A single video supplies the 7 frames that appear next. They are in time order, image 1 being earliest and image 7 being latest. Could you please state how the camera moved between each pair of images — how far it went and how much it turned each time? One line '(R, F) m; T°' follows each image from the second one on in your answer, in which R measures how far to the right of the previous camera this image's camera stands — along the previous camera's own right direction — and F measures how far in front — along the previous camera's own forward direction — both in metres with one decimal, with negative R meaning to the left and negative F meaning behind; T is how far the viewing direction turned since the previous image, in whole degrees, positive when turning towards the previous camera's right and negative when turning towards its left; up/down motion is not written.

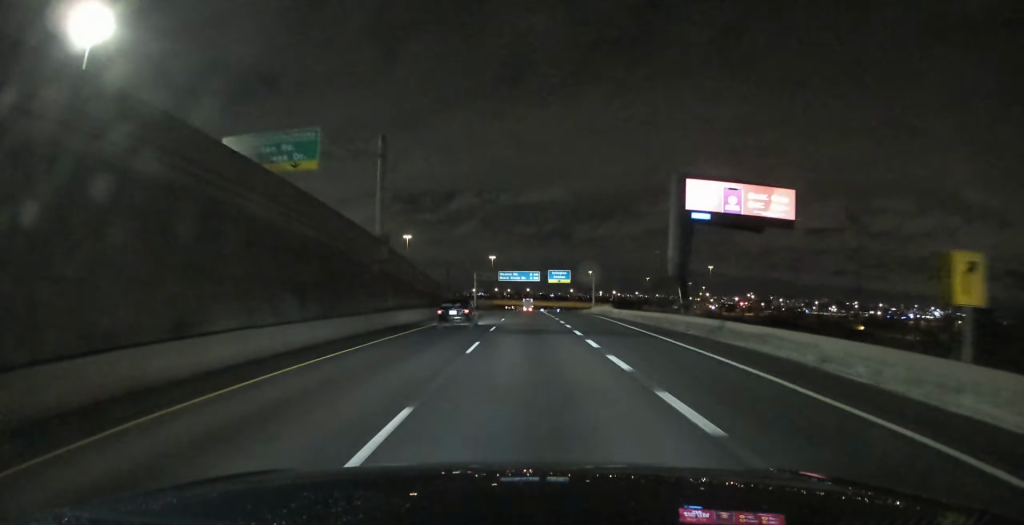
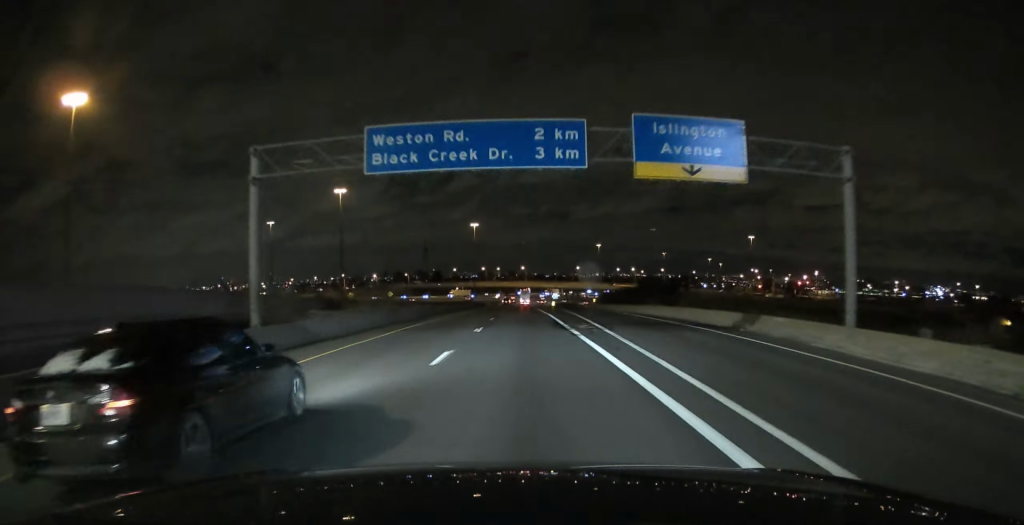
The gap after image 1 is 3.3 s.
(0.0, +107.0) m; 0°
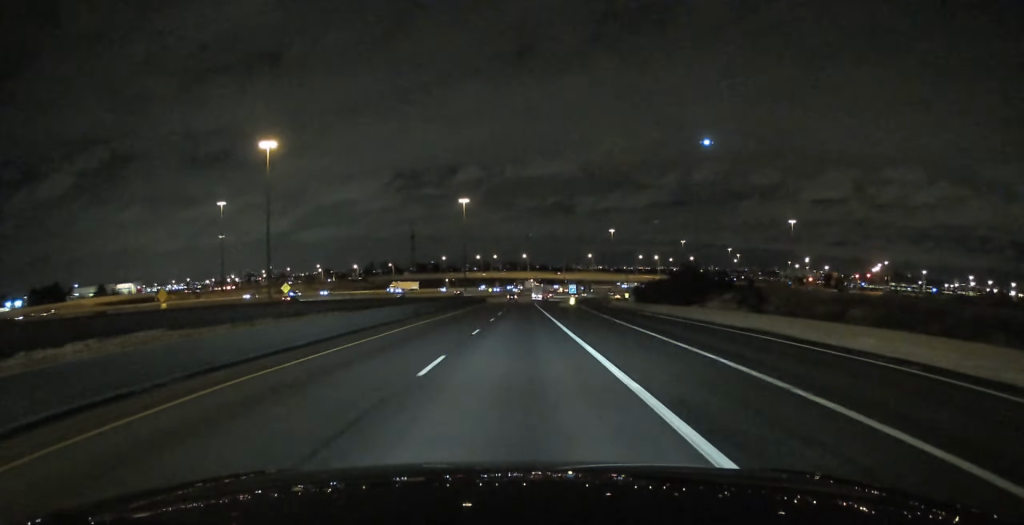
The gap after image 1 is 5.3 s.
(0.0, +63.3) m; 0°
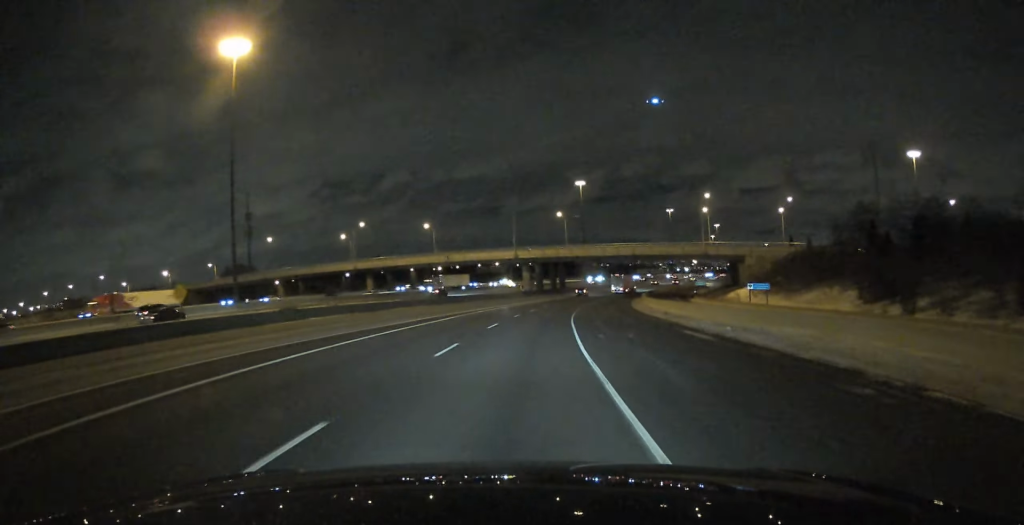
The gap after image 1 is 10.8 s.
(+5.0, +173.8) m; +7°
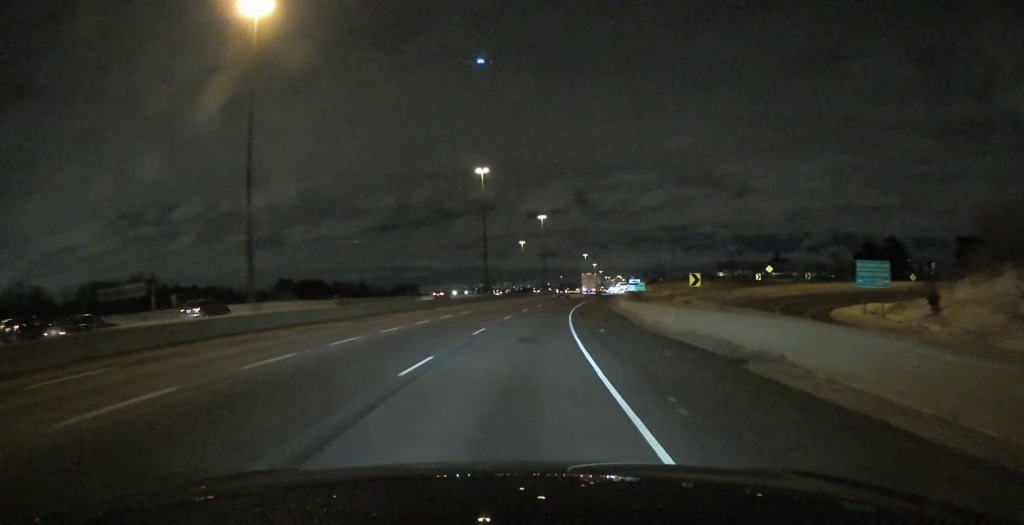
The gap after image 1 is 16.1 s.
(+22.2, +164.4) m; +17°
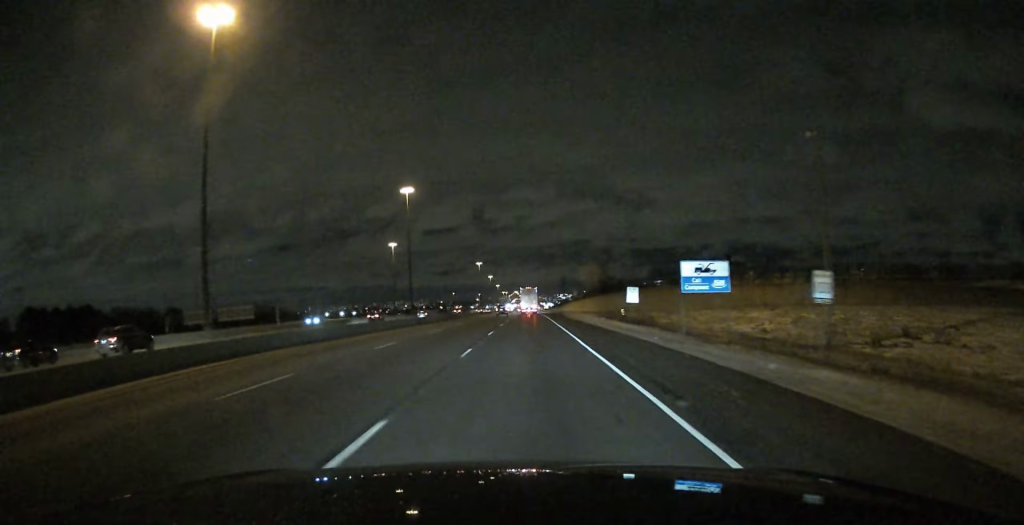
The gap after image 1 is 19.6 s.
(+12.6, +118.3) m; +8°
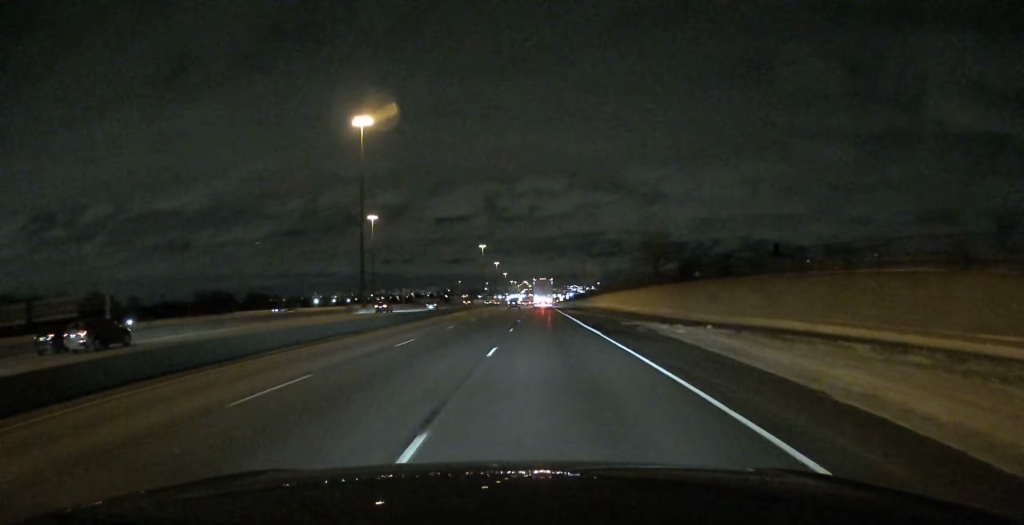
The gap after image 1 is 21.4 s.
(+2.7, +63.2) m; +1°
